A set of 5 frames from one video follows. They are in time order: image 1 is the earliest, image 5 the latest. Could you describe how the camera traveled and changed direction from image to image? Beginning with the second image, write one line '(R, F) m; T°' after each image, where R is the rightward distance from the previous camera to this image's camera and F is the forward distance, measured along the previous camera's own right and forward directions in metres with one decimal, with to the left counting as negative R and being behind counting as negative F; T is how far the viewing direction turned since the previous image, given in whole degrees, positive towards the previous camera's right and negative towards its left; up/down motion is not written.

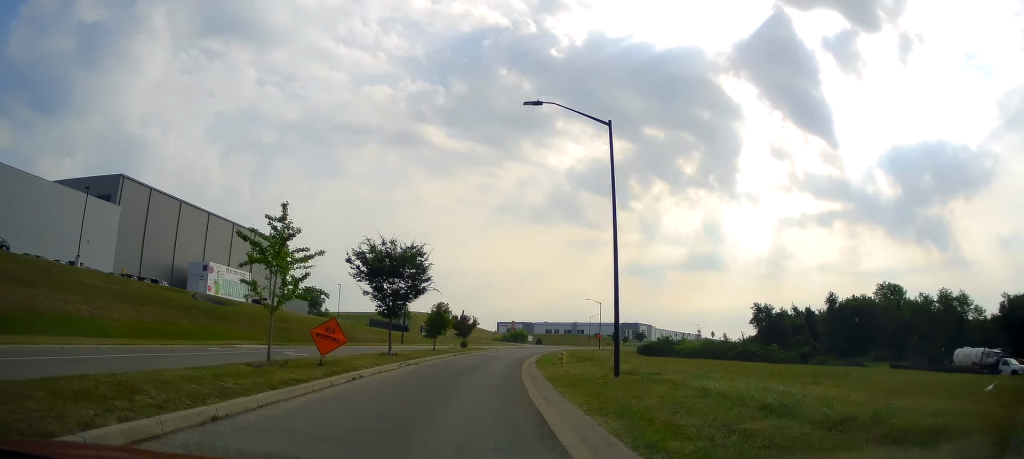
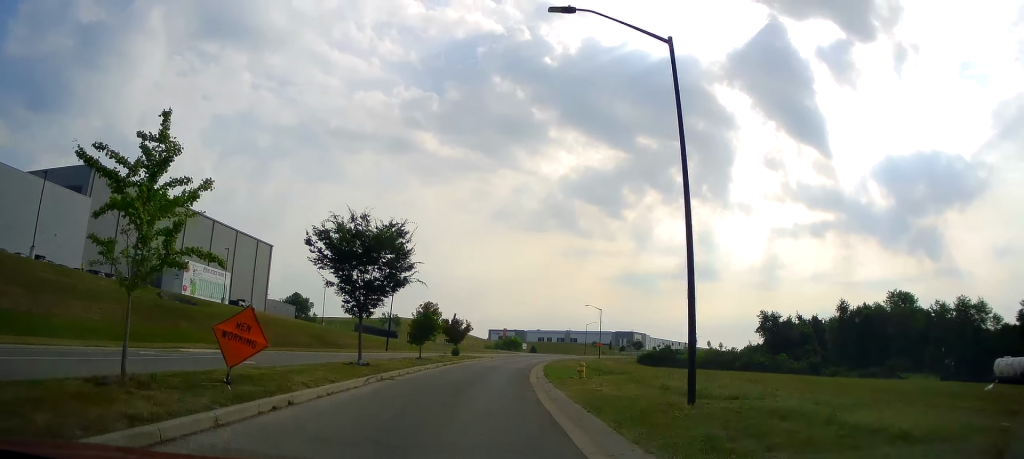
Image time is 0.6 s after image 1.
(-0.4, +7.0) m; 0°
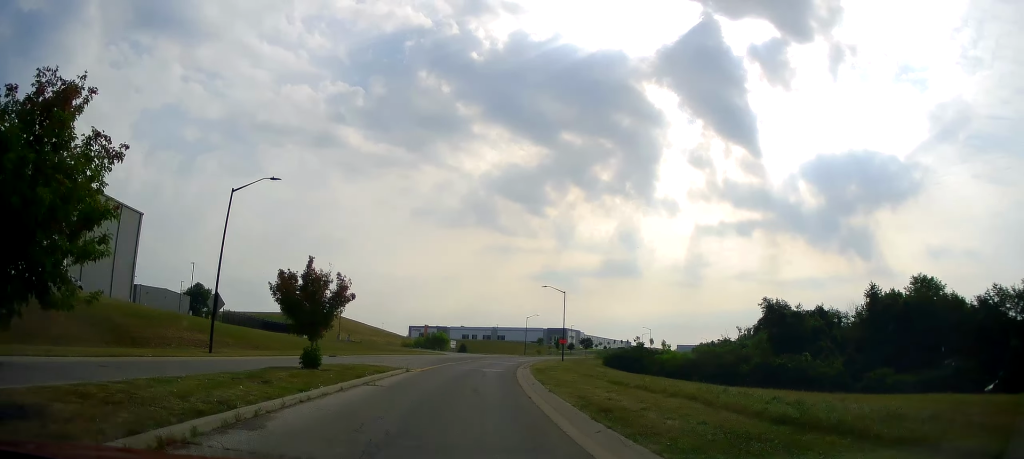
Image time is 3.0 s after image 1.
(+1.2, +31.6) m; +3°
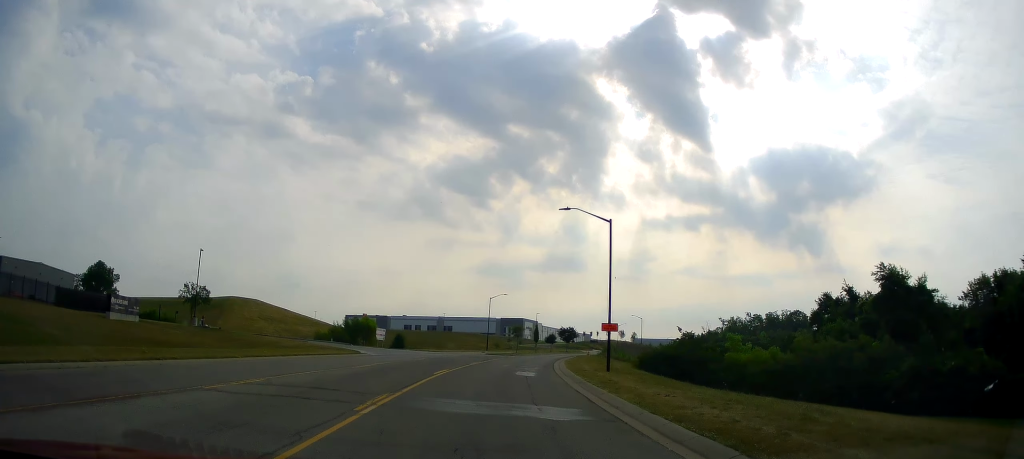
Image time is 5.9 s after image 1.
(+4.0, +39.6) m; +11°
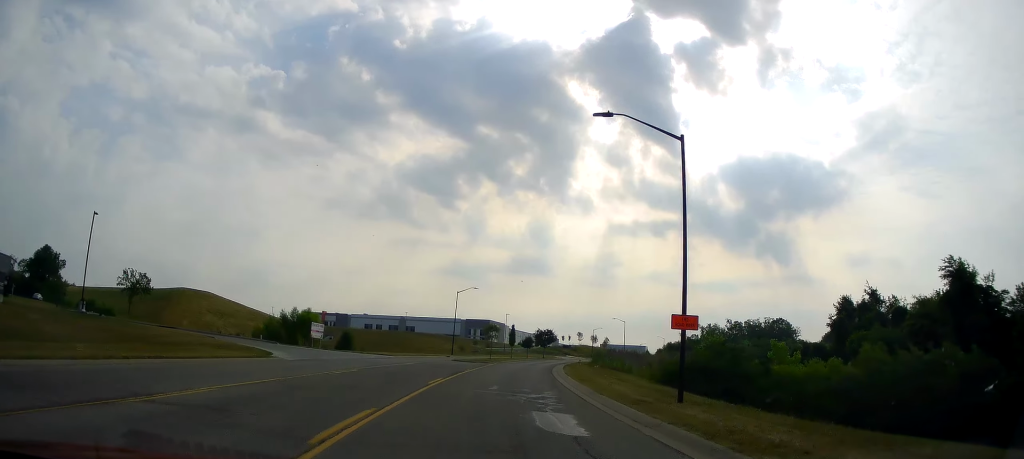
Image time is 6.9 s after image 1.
(-0.1, +13.1) m; 0°
